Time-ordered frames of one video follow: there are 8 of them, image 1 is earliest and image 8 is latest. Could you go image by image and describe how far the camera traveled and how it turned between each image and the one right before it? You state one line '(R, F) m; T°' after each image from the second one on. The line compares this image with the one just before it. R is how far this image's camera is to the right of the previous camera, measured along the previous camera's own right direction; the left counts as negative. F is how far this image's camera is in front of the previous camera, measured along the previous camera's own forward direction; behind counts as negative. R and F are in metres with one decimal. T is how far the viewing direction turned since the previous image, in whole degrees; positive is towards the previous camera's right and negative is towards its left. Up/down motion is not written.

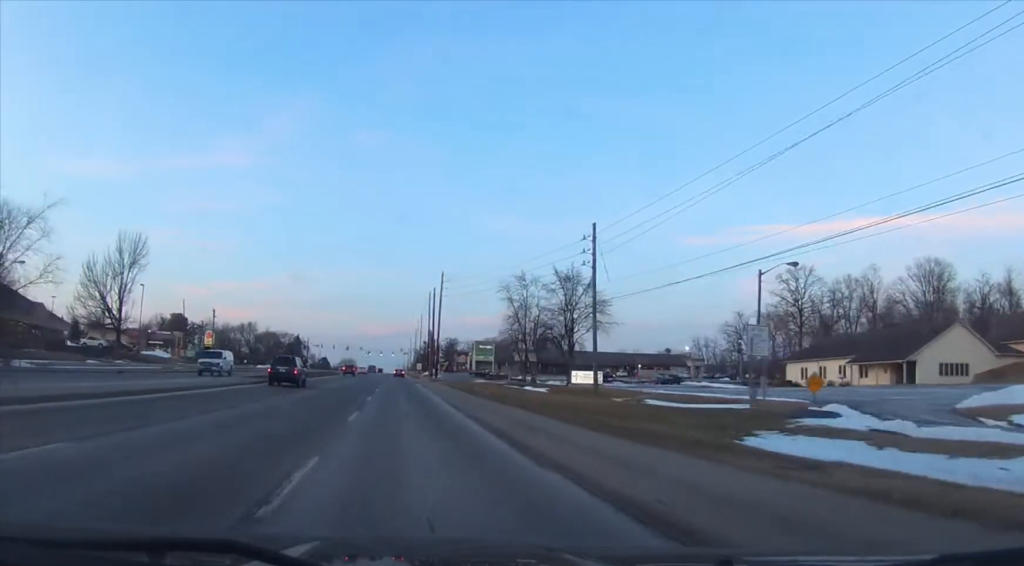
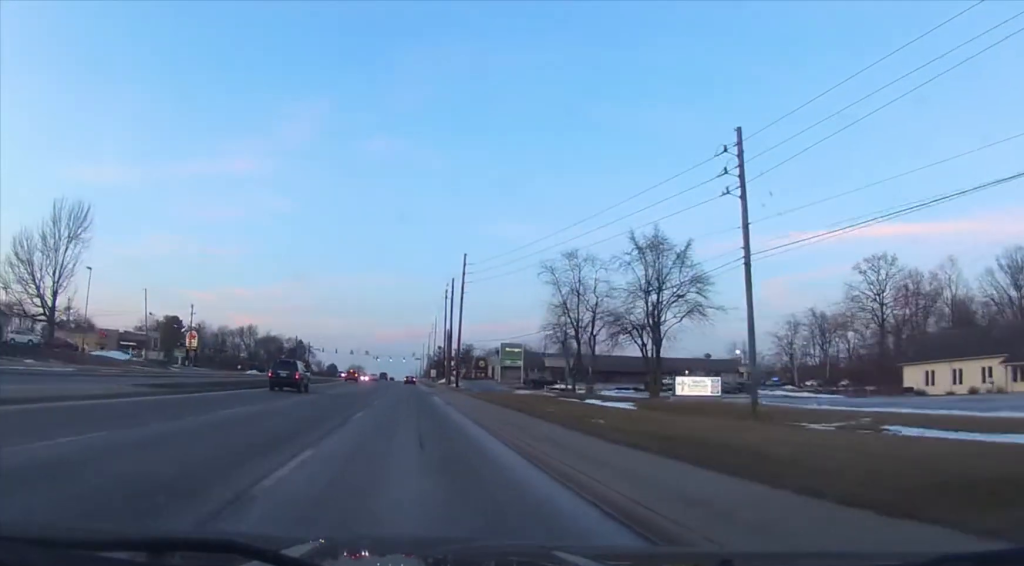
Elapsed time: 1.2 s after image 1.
(0.0, +23.1) m; 0°
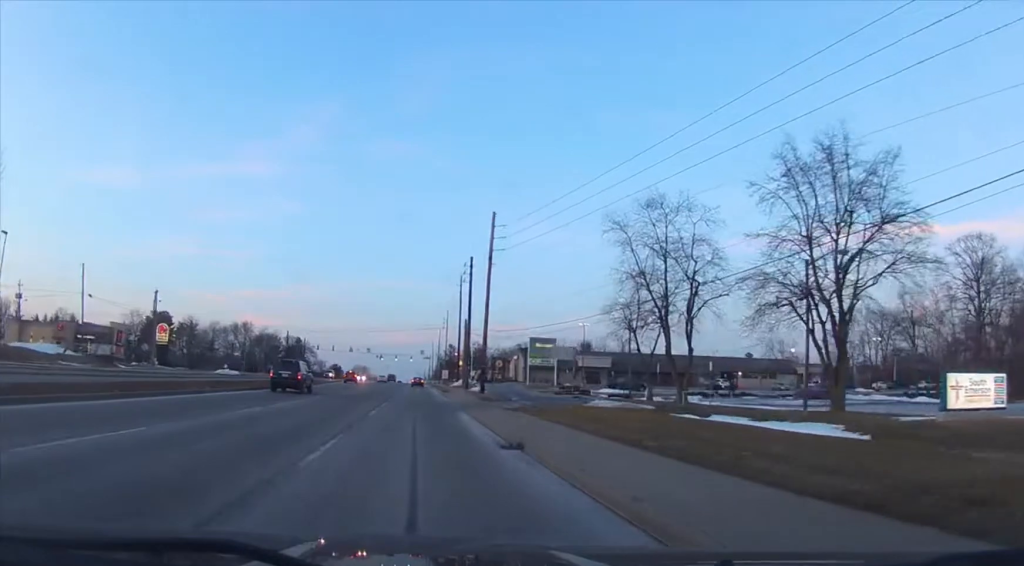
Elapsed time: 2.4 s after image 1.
(+0.1, +22.4) m; 0°
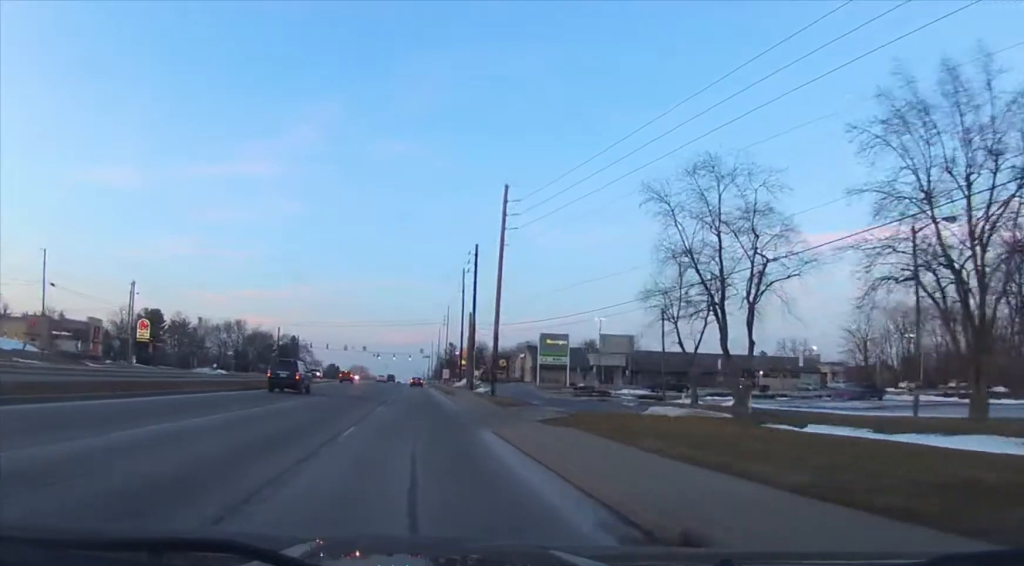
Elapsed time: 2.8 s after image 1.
(0.0, +8.9) m; 0°
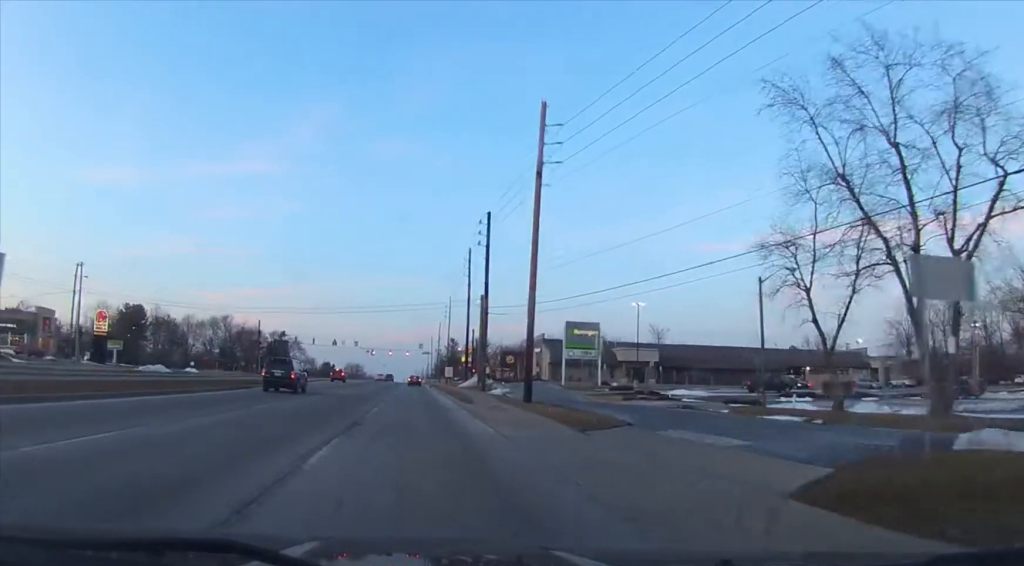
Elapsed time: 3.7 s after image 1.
(0.0, +16.3) m; 0°
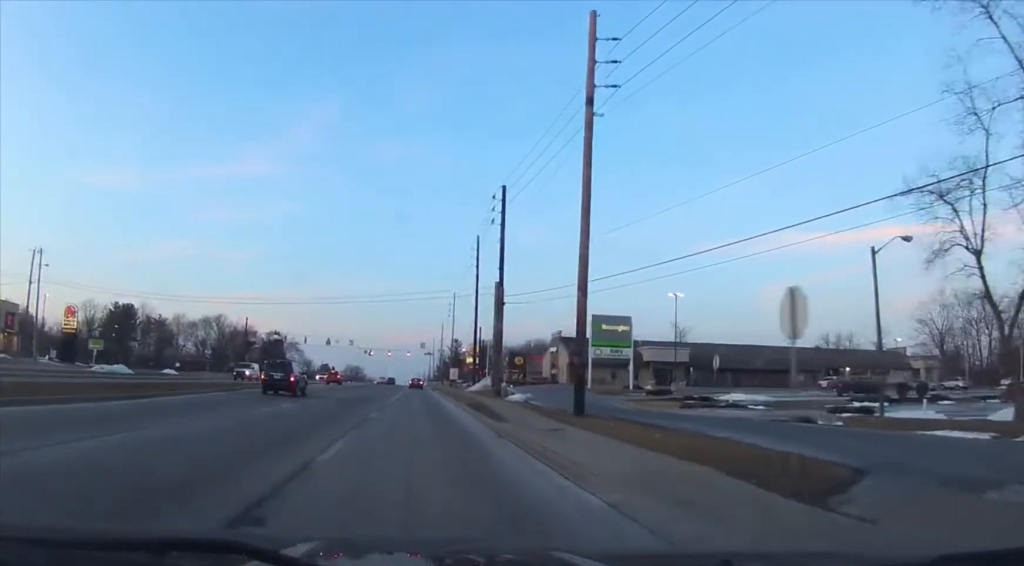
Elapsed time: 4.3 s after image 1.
(0.0, +10.7) m; 0°
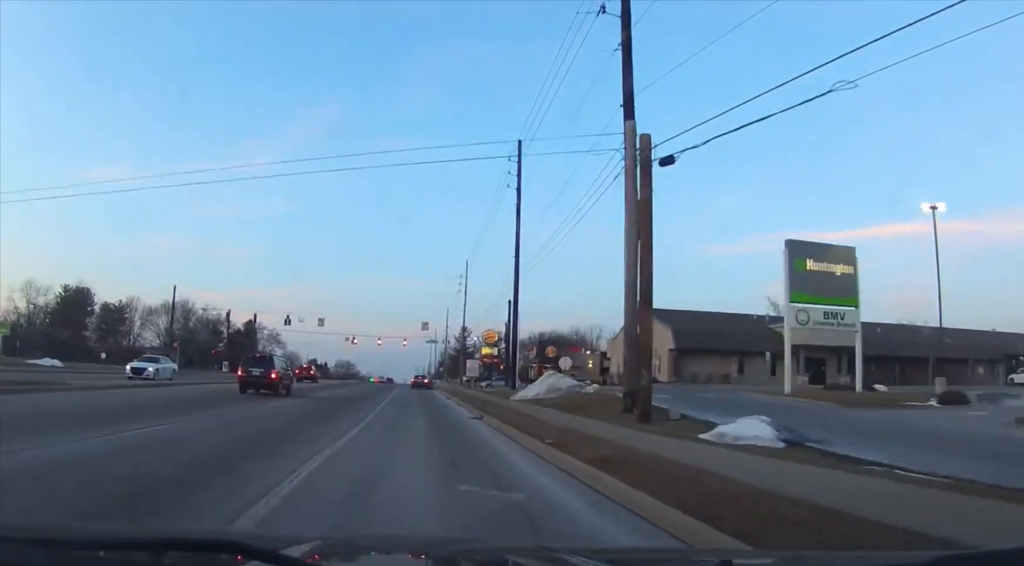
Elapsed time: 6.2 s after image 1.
(-0.6, +35.4) m; -1°
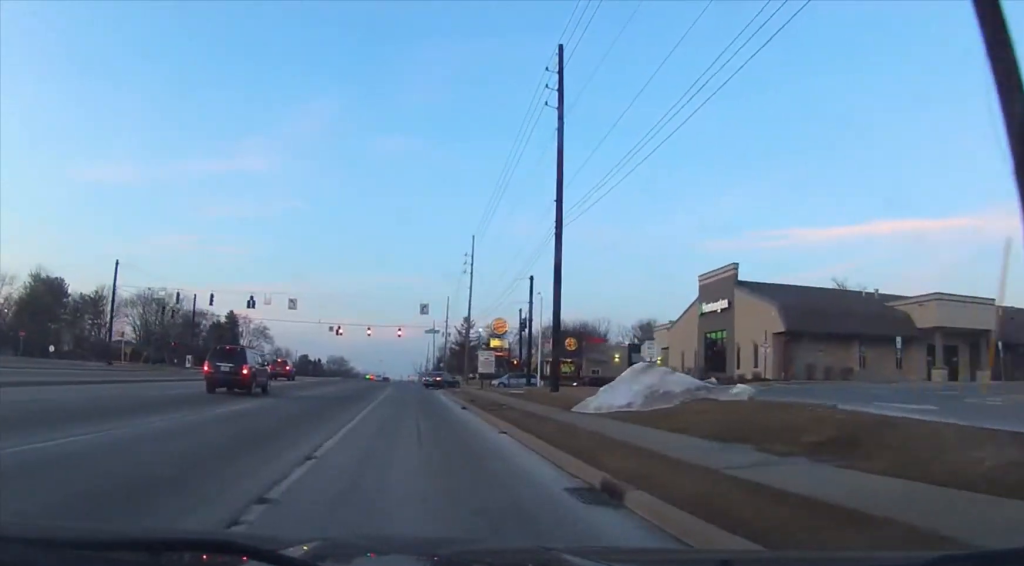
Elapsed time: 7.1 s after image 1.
(+0.3, +16.4) m; +1°
